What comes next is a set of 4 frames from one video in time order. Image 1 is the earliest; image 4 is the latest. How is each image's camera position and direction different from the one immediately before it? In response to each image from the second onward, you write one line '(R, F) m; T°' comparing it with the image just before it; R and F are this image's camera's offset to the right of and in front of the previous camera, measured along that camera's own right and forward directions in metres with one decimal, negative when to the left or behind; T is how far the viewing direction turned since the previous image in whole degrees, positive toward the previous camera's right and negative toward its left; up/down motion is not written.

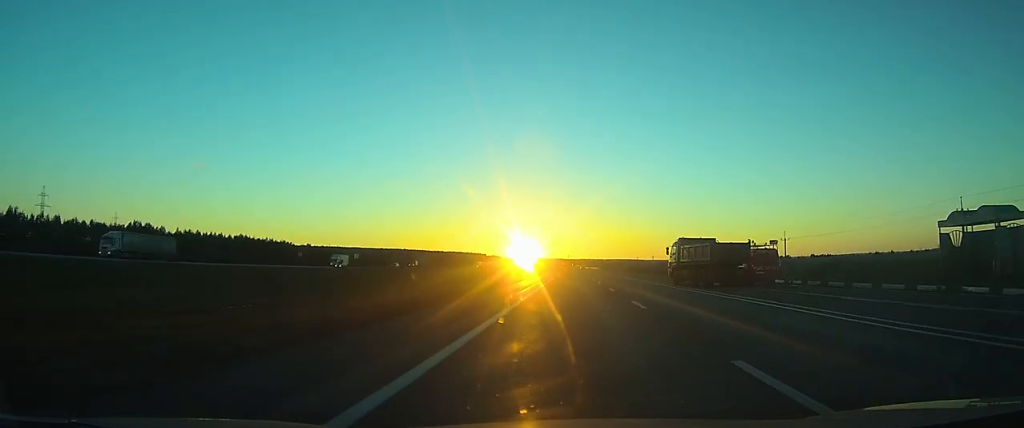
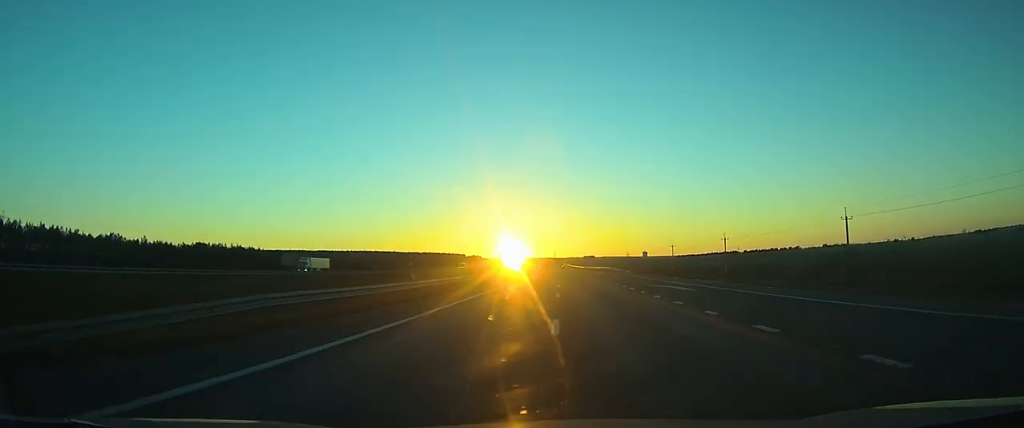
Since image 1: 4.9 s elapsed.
(+1.1, +134.3) m; +1°
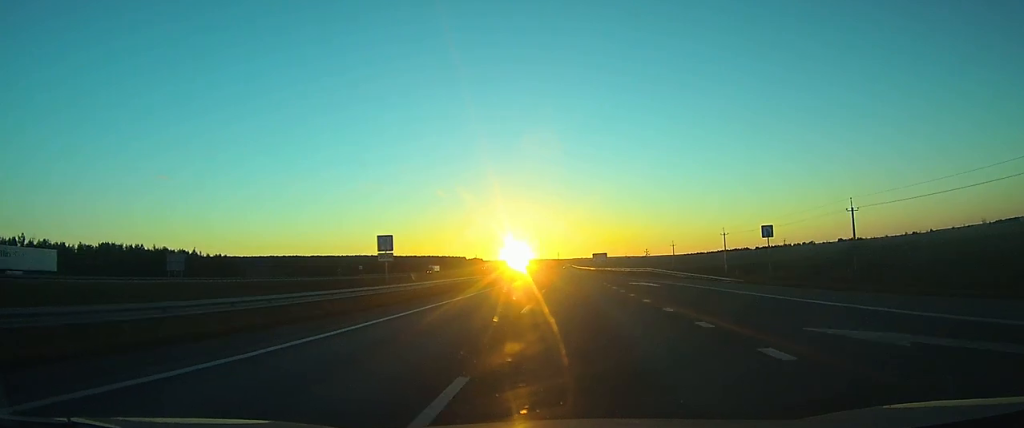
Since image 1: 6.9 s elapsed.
(-0.1, +53.9) m; 0°
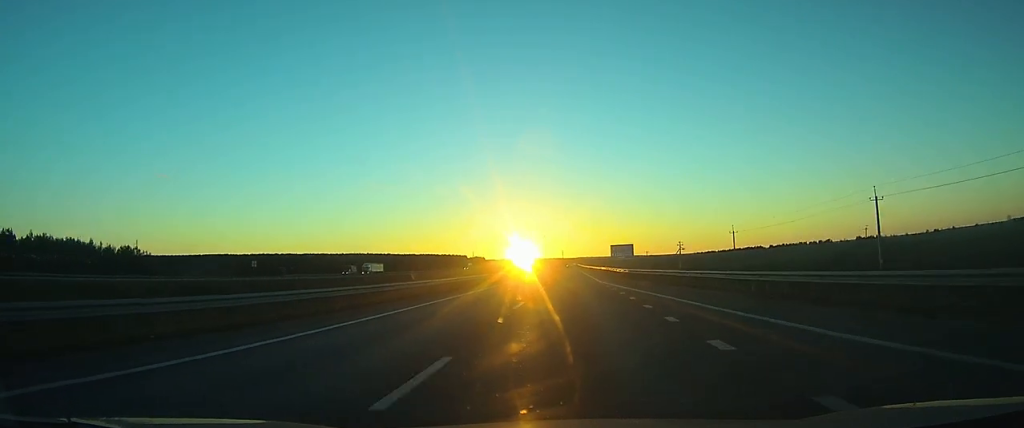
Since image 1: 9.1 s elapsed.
(-0.2, +61.3) m; -1°
